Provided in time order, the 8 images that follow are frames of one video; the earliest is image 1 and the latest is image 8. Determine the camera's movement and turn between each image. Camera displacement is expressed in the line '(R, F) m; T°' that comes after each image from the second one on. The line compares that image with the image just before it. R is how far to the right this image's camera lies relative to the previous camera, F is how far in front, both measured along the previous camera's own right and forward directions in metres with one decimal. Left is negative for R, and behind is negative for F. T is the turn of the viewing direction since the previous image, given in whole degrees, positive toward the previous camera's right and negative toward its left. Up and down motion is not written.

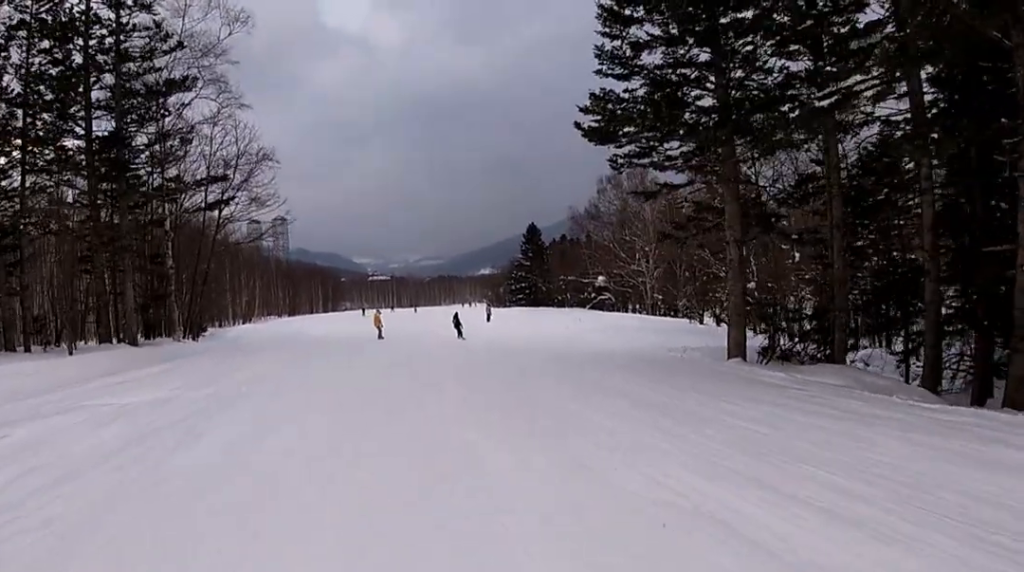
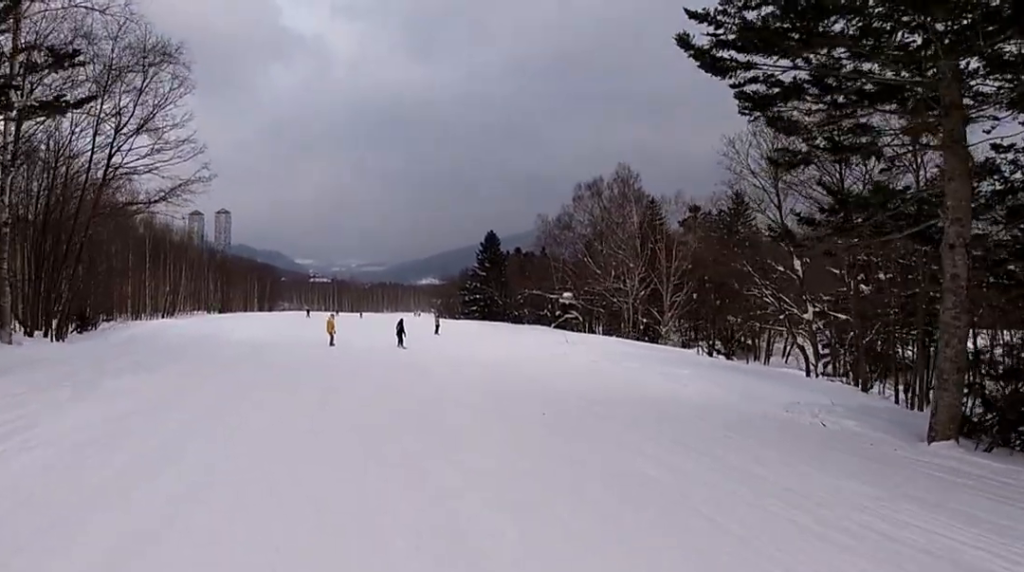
(-0.8, +9.7) m; +2°
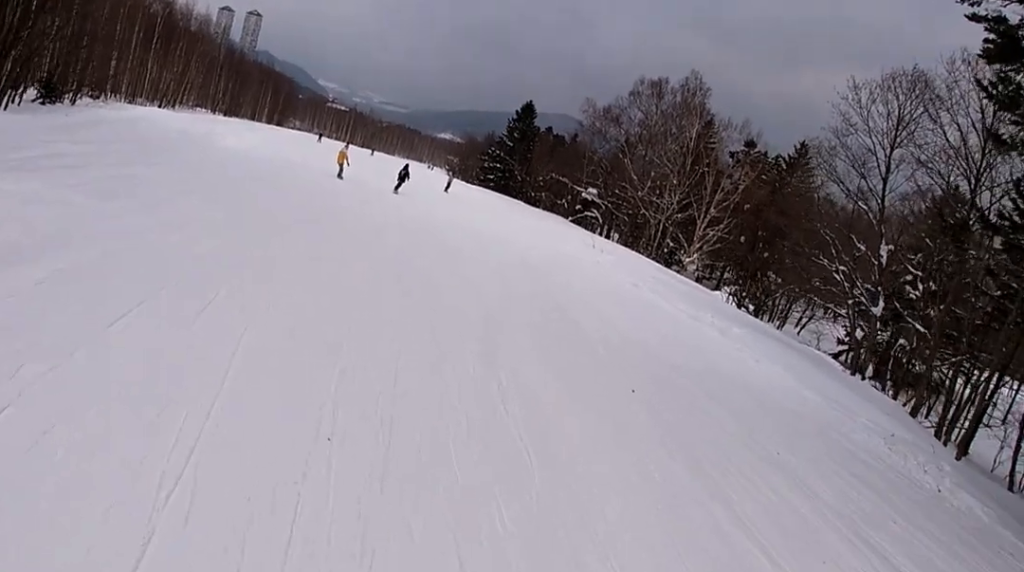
(+0.5, +4.4) m; +2°
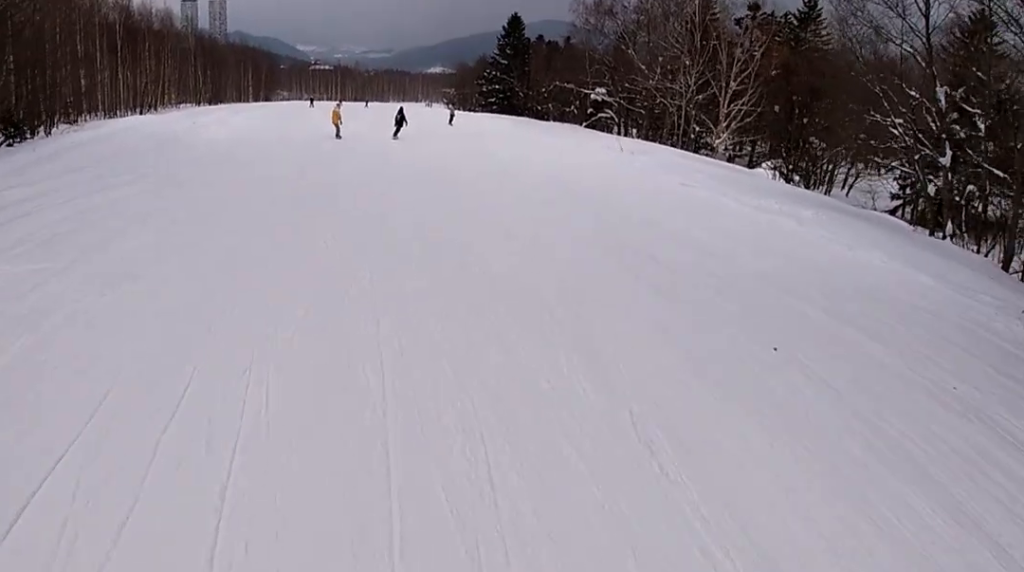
(-0.2, +2.1) m; +5°
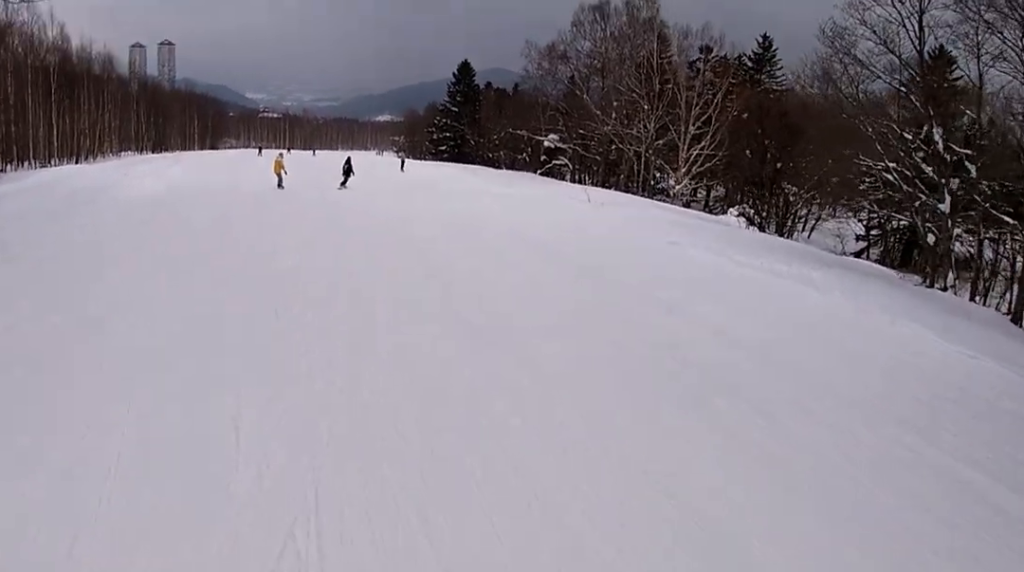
(-0.2, +3.5) m; +6°
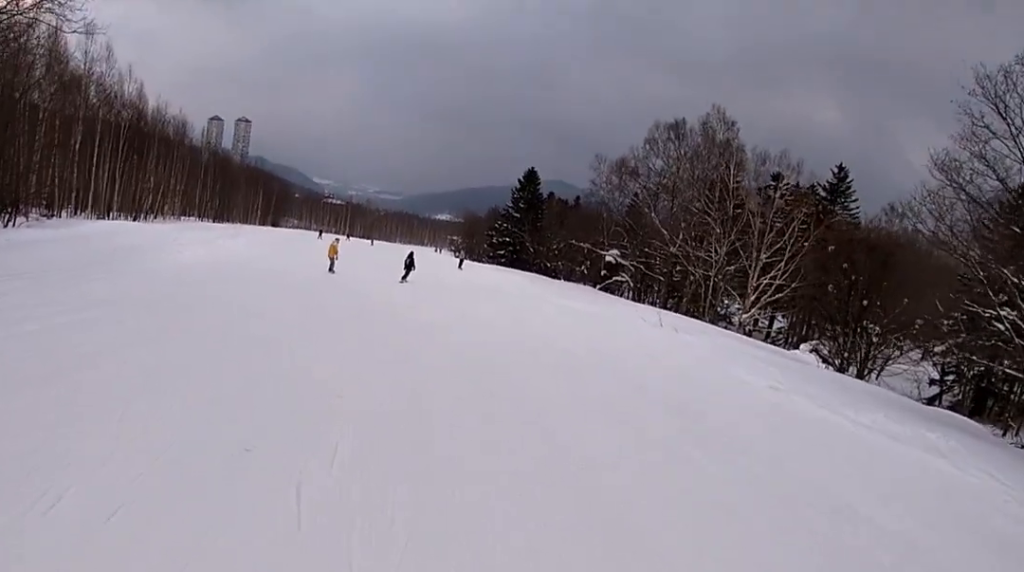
(+0.8, +2.9) m; -1°
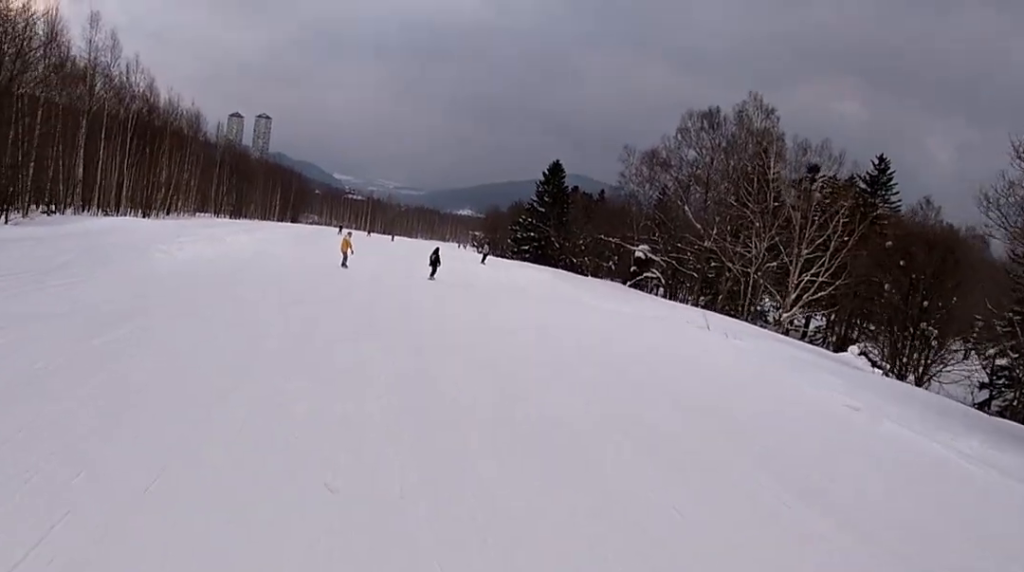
(+0.1, +2.8) m; -5°
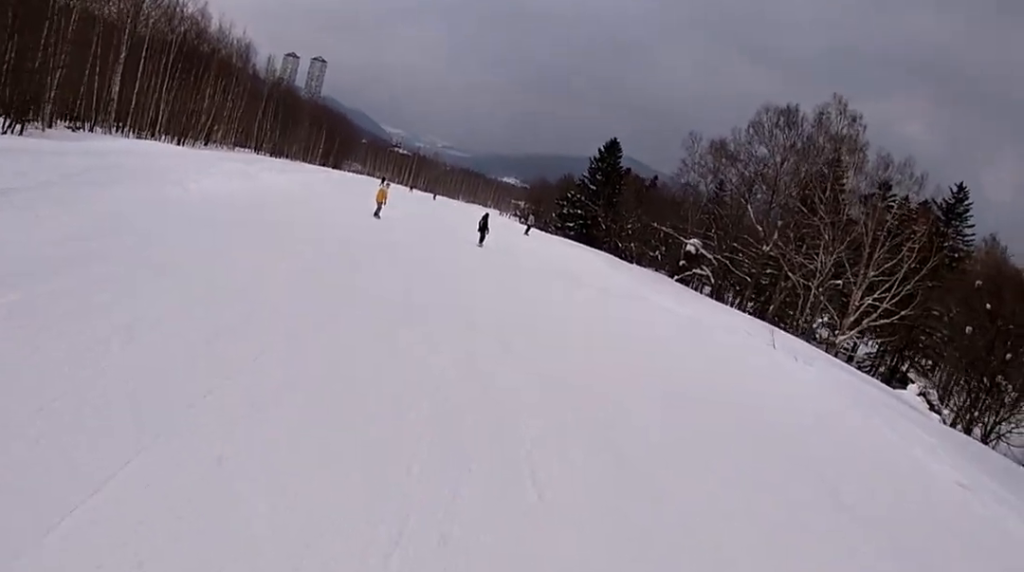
(-0.6, +2.9) m; -10°
